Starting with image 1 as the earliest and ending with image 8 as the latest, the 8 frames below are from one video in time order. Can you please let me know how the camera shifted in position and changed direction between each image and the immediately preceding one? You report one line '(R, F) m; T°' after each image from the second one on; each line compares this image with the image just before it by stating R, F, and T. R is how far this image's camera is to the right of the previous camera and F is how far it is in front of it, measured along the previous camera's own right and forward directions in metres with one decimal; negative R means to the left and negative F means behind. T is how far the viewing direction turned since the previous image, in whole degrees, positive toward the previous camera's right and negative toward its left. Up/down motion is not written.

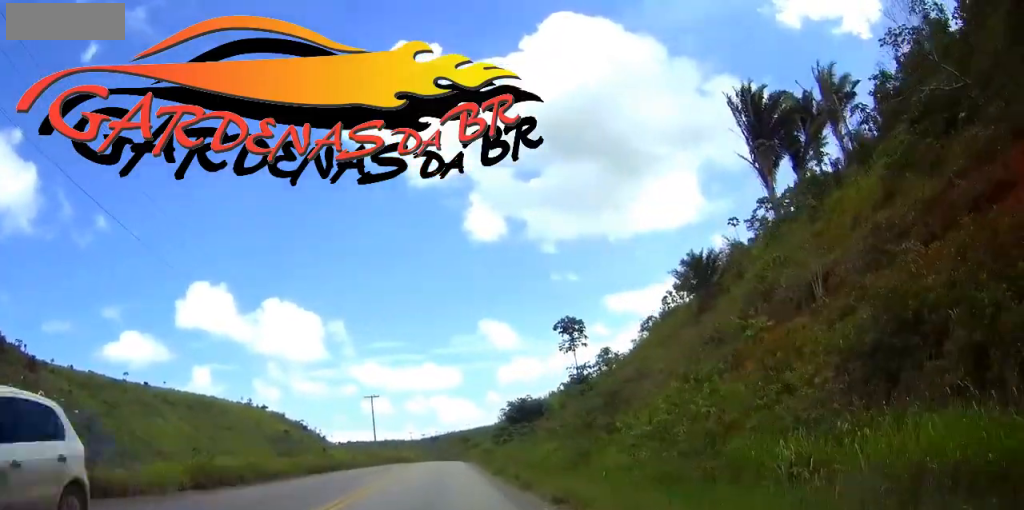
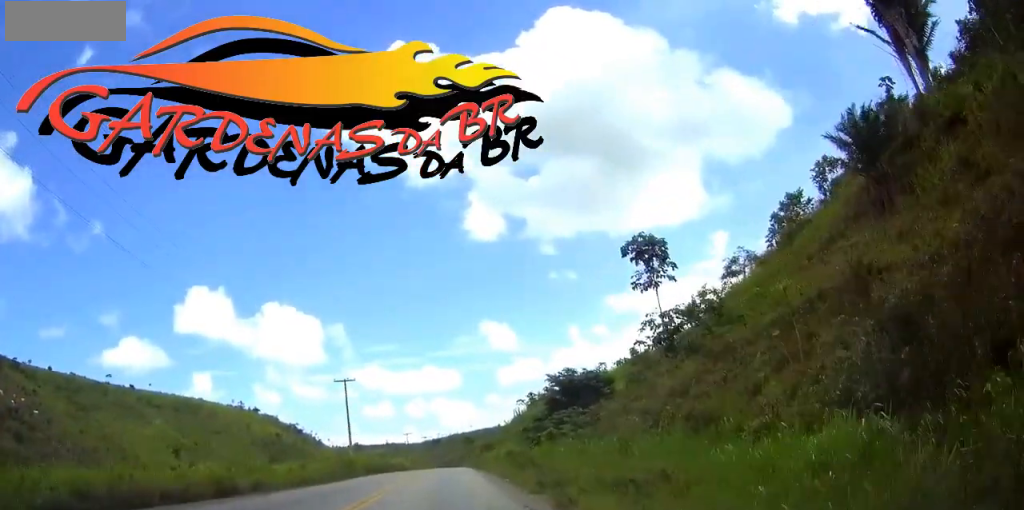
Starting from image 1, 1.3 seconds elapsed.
(+0.4, +23.2) m; +1°
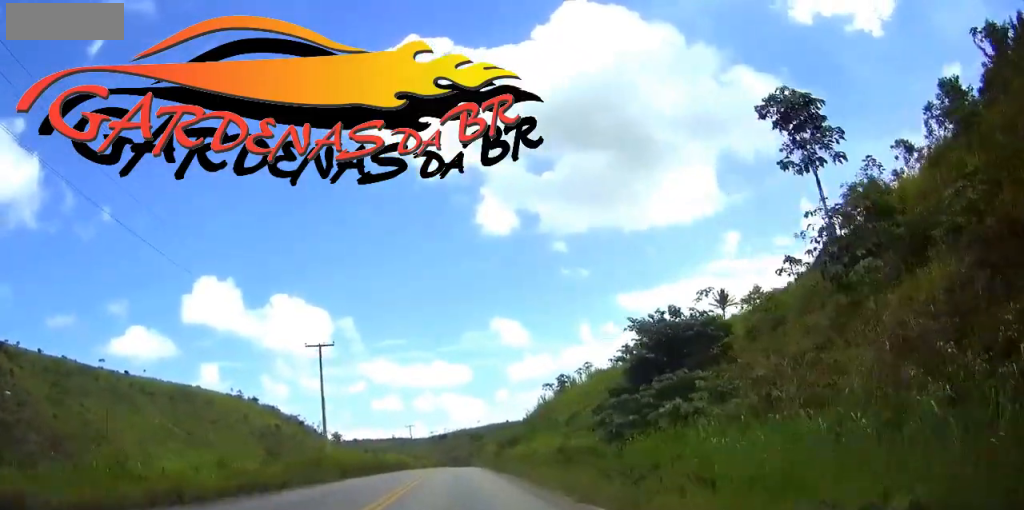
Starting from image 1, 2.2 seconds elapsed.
(0.0, +16.2) m; 0°
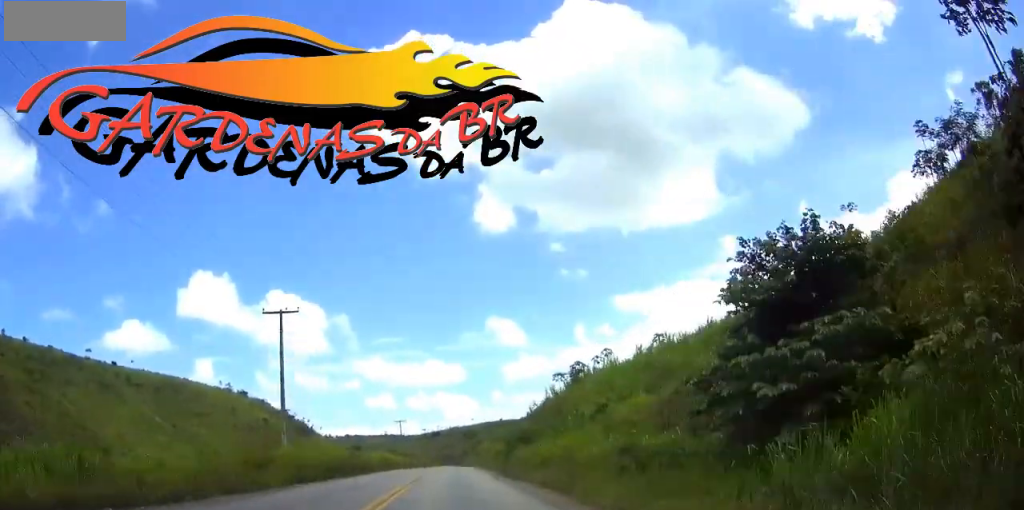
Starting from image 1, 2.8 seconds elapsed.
(0.0, +9.8) m; 0°
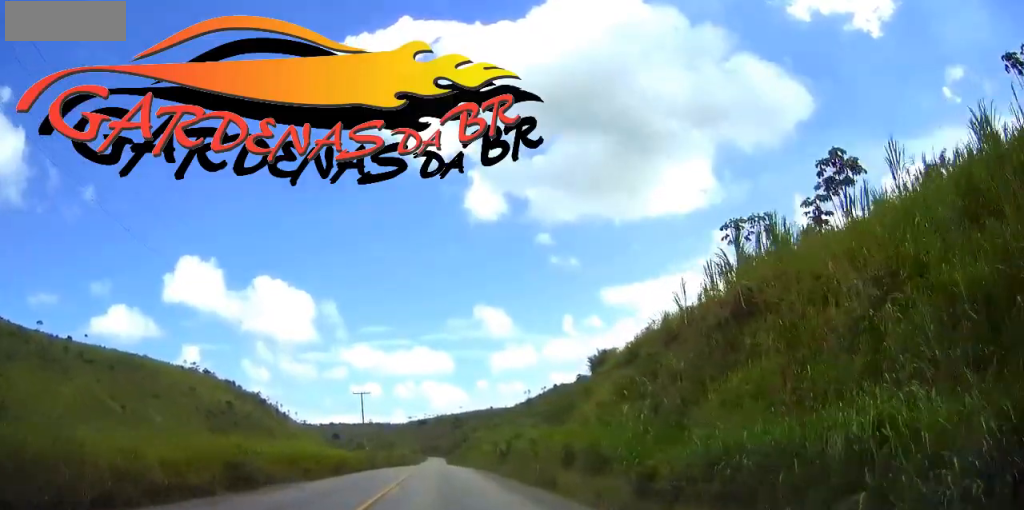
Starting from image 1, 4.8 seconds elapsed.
(+0.1, +39.1) m; 0°
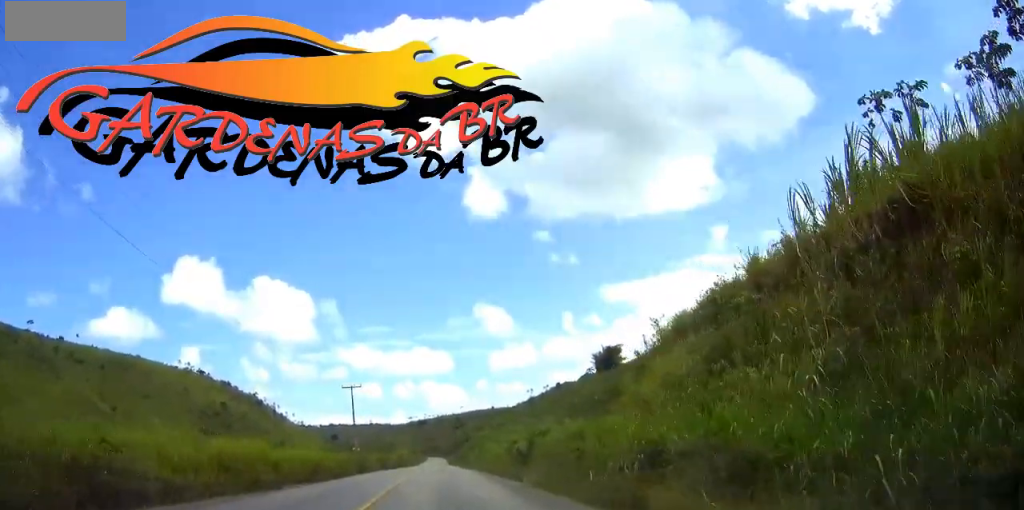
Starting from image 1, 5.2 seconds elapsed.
(0.0, +8.7) m; 0°
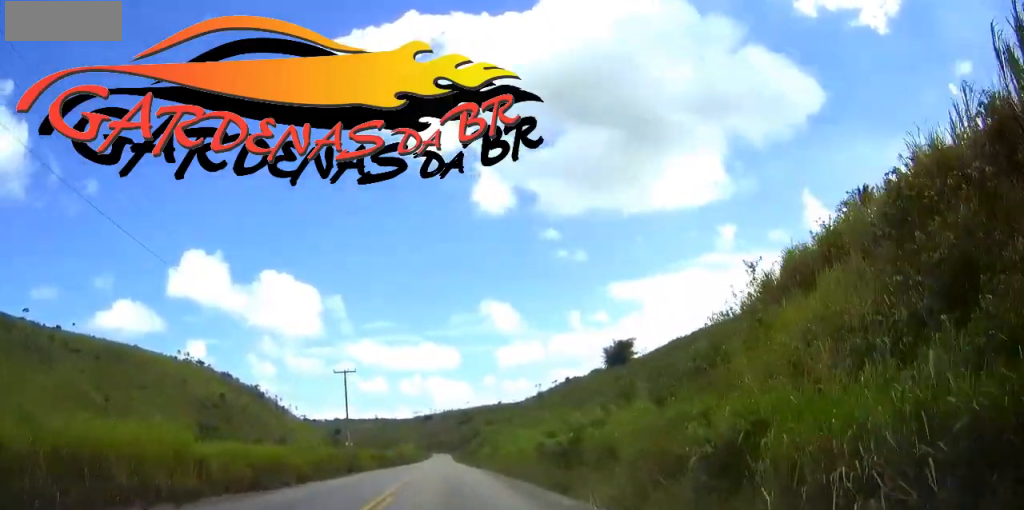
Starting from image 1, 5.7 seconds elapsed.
(0.0, +8.8) m; 0°
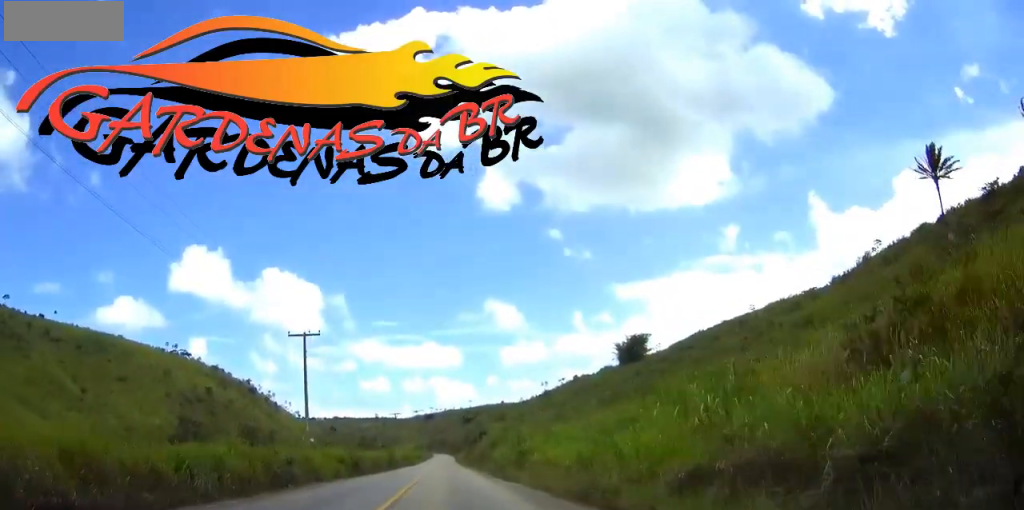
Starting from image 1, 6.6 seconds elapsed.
(0.0, +18.4) m; 0°
